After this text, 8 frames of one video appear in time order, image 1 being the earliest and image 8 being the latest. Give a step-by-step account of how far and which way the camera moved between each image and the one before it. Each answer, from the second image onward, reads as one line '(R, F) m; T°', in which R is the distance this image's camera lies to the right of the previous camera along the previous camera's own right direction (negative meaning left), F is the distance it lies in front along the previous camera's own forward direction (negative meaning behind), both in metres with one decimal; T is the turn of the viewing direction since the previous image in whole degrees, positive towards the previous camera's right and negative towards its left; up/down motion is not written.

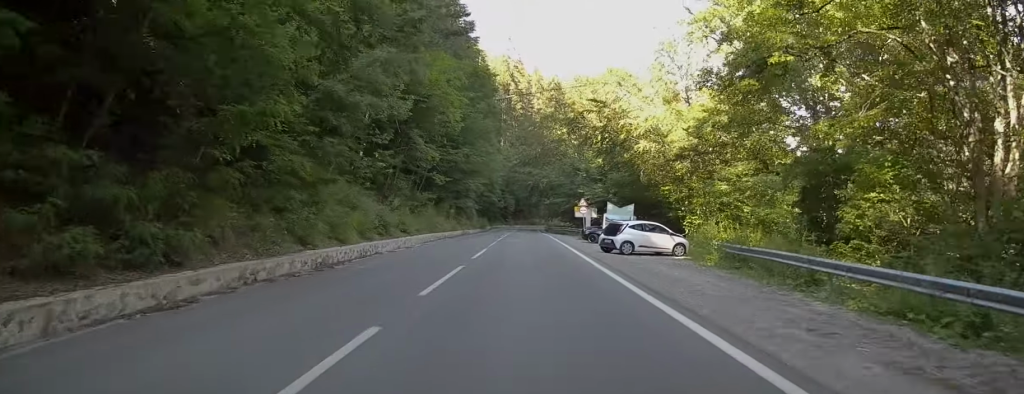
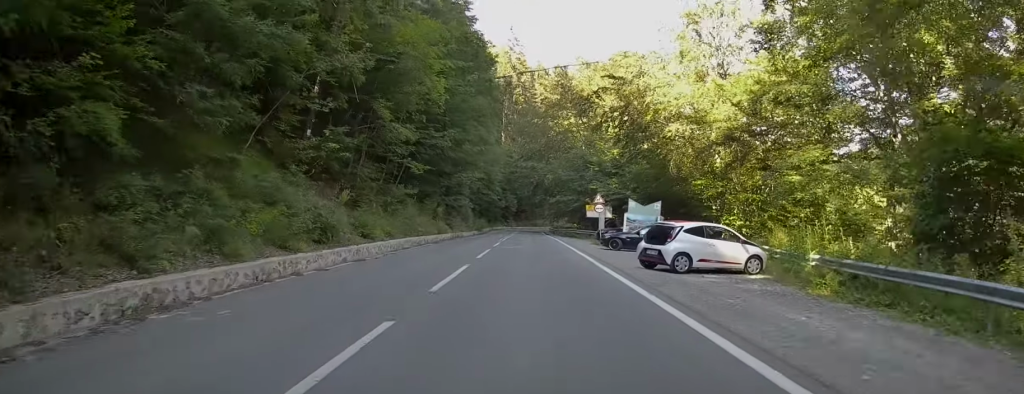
(0.0, +8.7) m; 0°
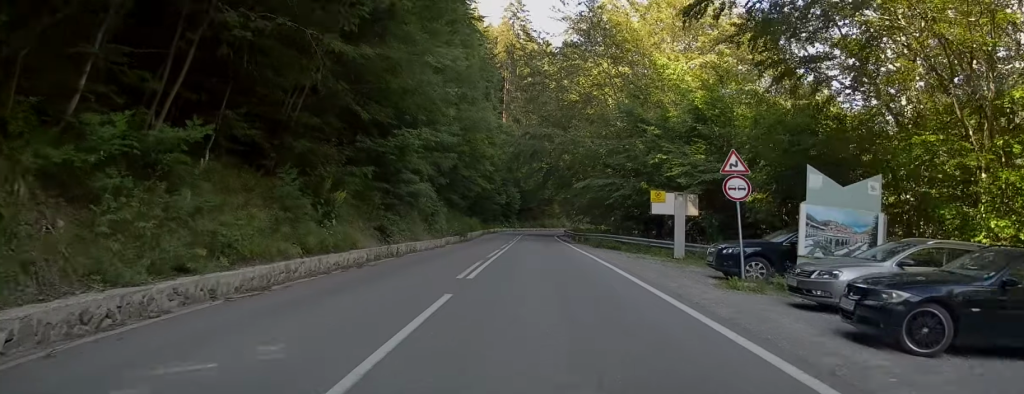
(0.0, +24.7) m; 0°
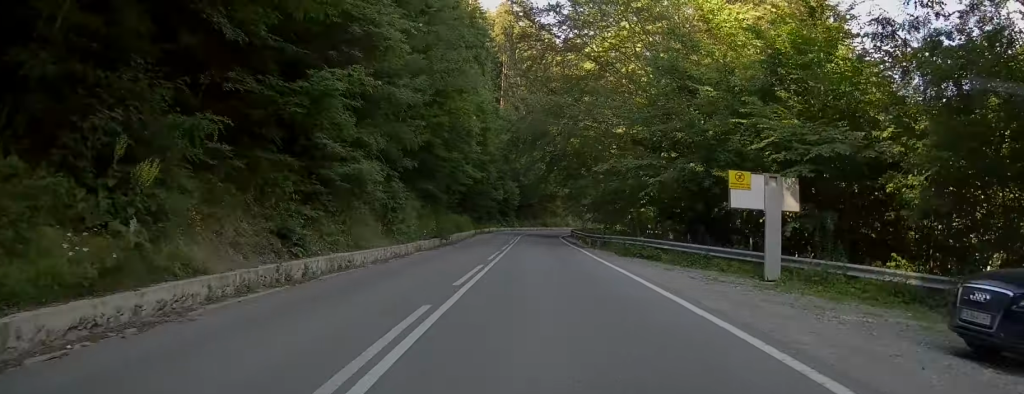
(0.0, +10.2) m; -1°
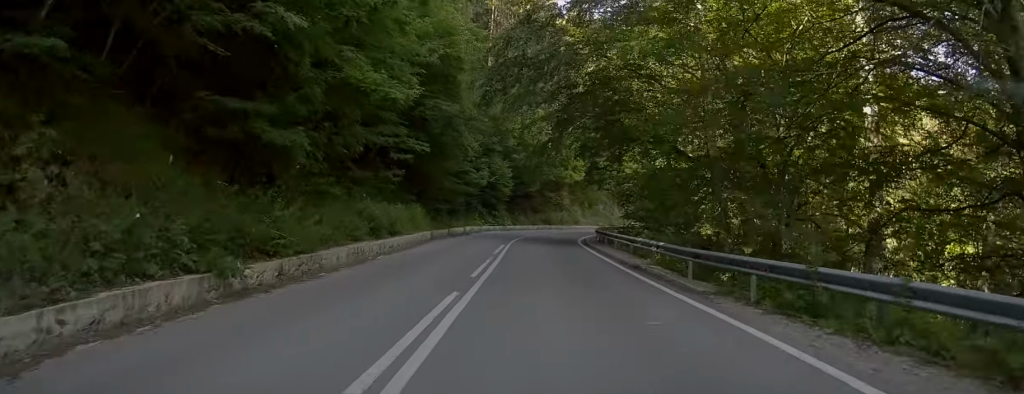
(-0.6, +24.9) m; -1°
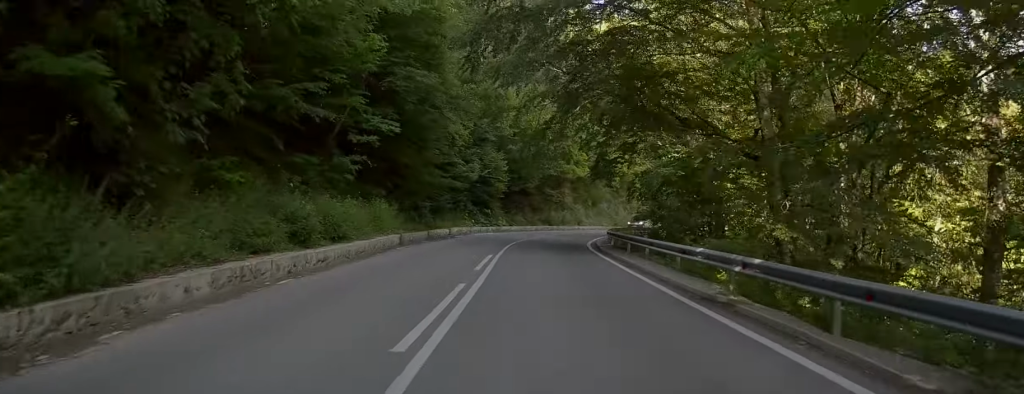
(+0.1, +7.3) m; 0°
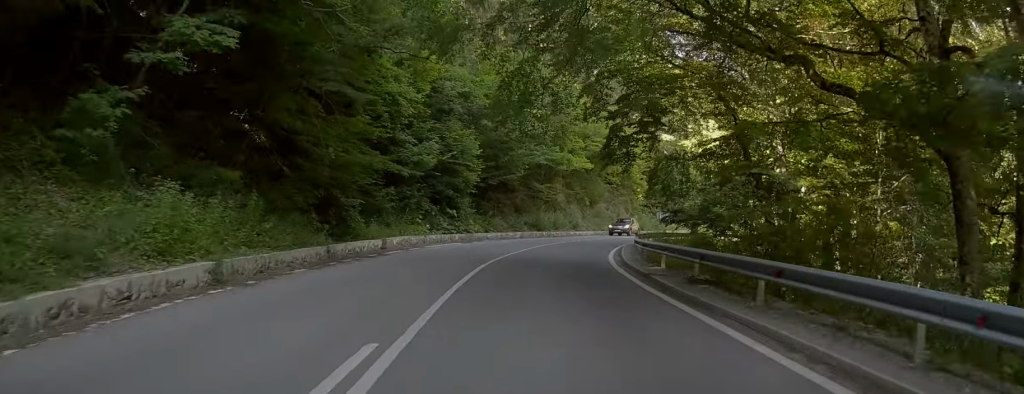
(+0.1, +14.1) m; +1°
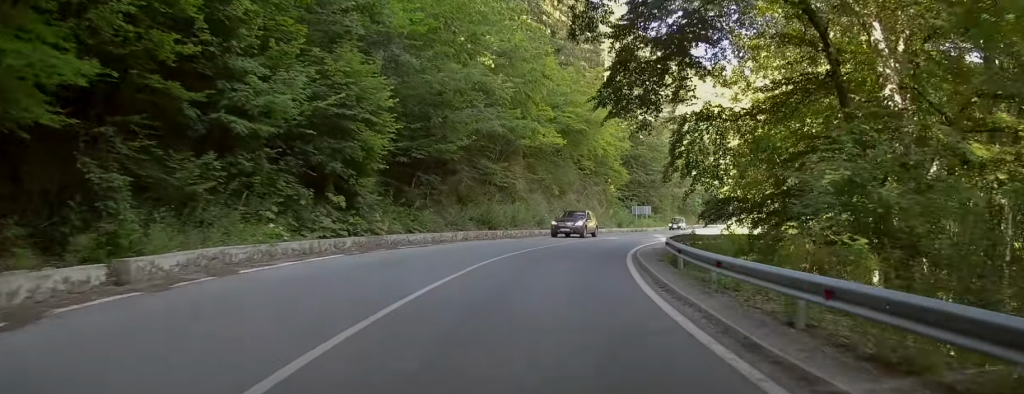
(+0.1, +14.1) m; +3°
